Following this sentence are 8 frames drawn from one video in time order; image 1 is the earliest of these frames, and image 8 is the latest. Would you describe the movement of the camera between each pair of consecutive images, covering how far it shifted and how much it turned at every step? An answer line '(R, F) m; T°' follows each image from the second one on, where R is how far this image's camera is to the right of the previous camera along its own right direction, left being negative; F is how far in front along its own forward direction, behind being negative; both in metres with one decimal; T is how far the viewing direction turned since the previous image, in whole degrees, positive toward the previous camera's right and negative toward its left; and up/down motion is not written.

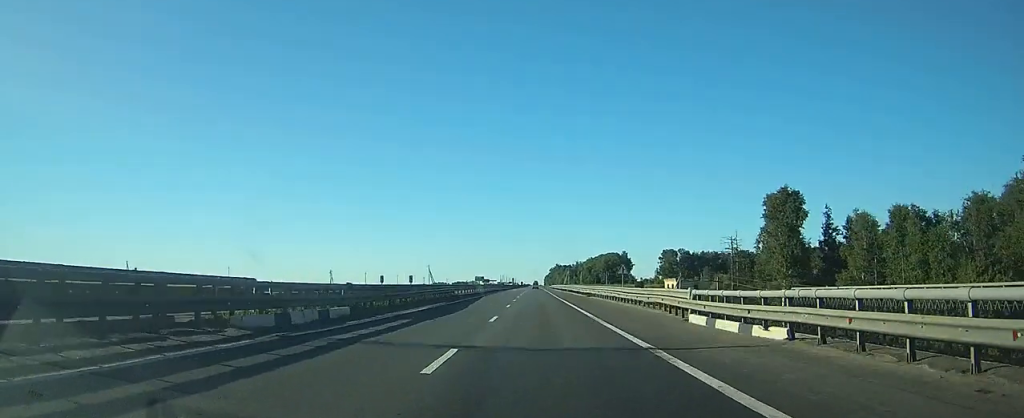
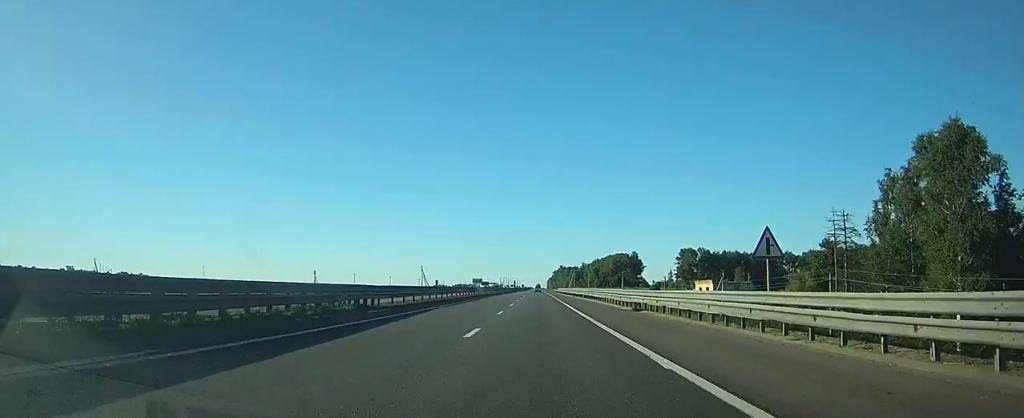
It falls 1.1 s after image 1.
(0.0, +29.6) m; 0°
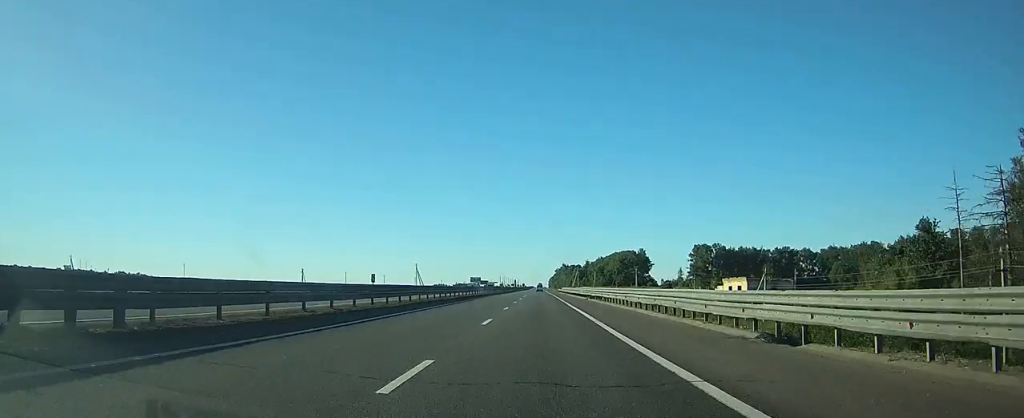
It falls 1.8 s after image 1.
(0.0, +19.4) m; 0°
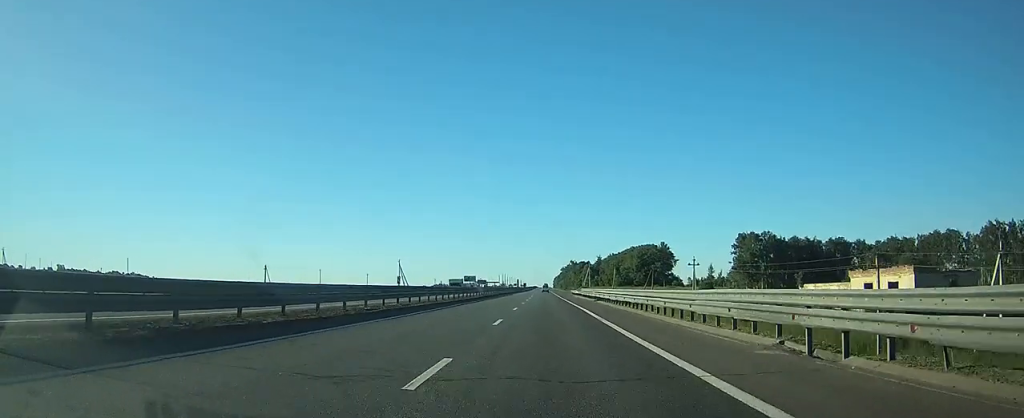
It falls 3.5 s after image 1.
(0.0, +47.4) m; 0°
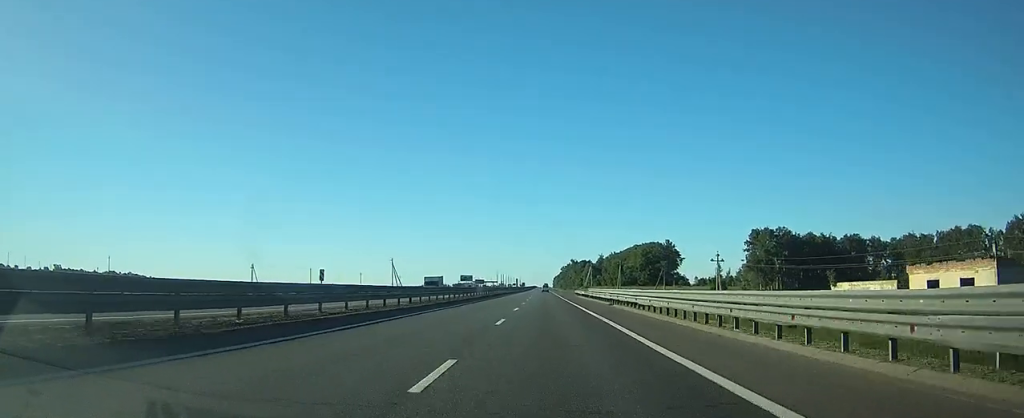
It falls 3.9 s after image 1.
(0.0, +12.1) m; 0°
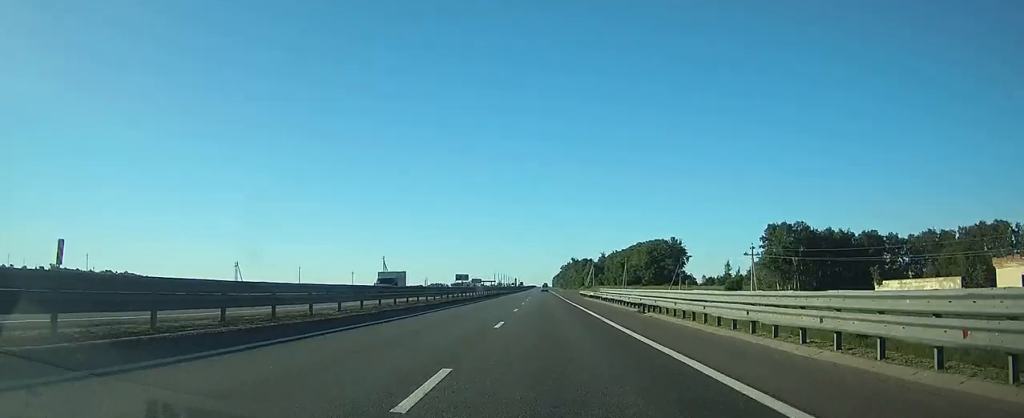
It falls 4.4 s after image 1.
(0.0, +13.0) m; 0°
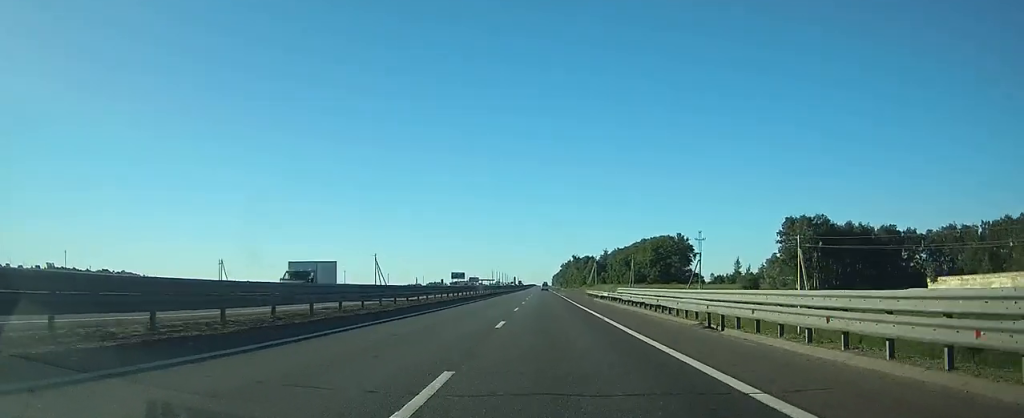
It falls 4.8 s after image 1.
(0.0, +12.1) m; 0°
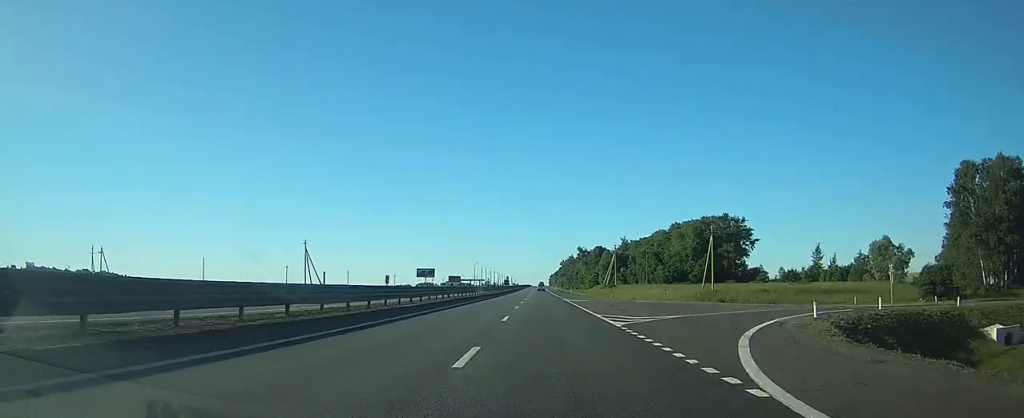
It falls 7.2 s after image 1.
(+0.2, +68.2) m; 0°
